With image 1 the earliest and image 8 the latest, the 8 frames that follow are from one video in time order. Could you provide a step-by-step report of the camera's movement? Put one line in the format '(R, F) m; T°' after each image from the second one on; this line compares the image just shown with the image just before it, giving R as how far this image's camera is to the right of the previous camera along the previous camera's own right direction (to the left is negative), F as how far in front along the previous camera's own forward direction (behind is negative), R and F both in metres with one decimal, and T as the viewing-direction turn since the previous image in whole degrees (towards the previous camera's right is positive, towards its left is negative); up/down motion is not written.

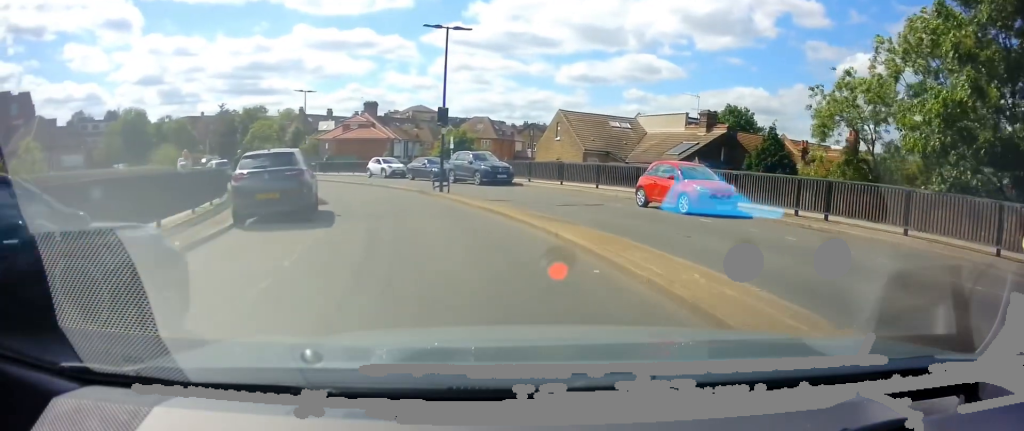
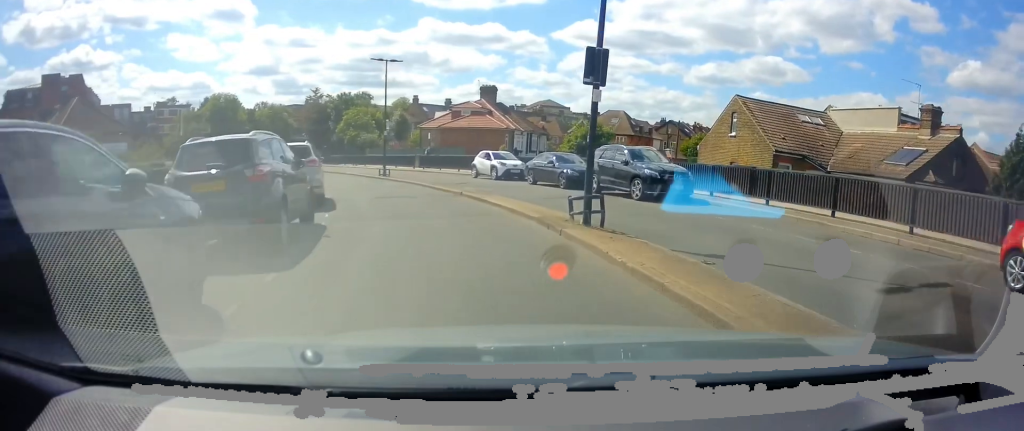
(-1.8, +10.8) m; -14°
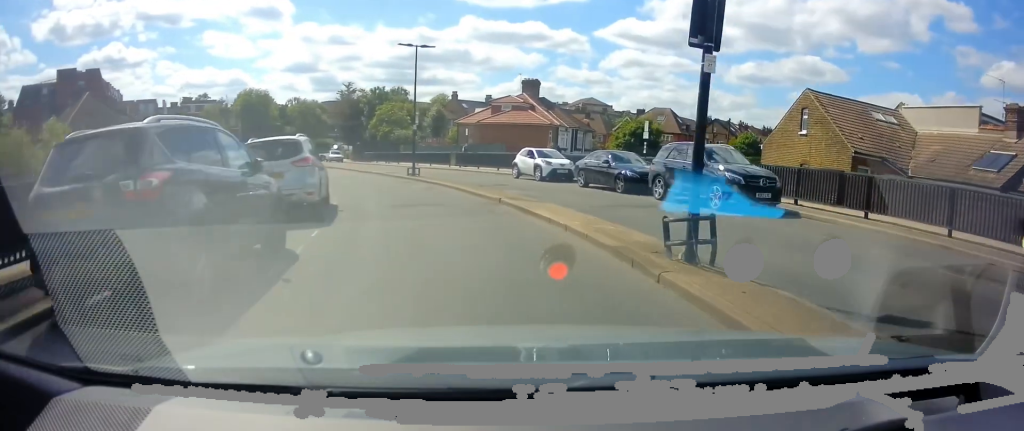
(-0.1, +3.3) m; -2°
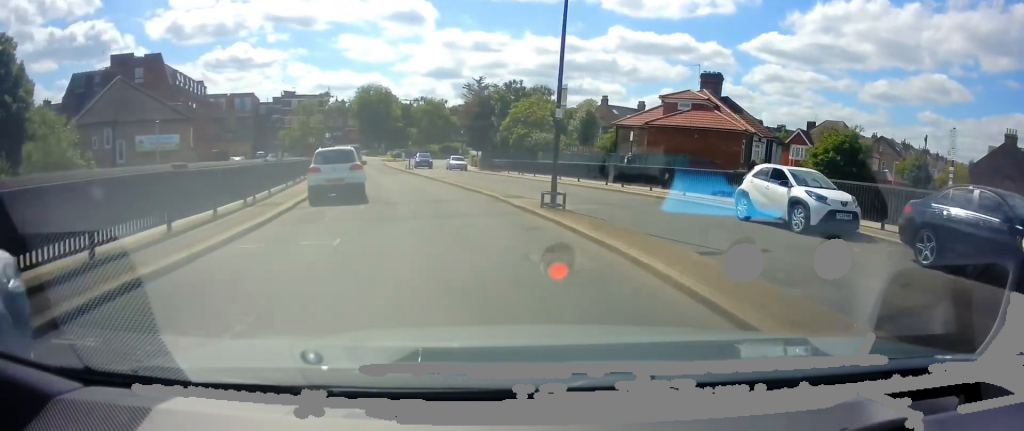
(-0.9, +13.1) m; -11°
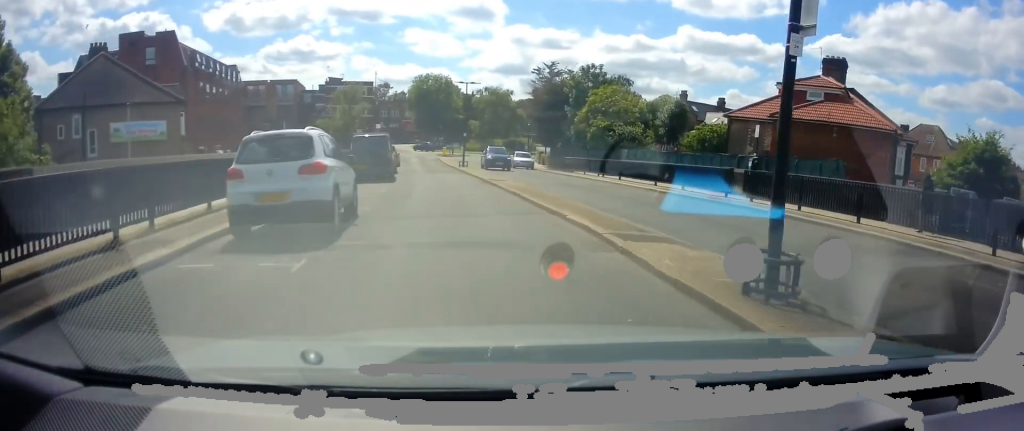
(-0.6, +8.7) m; -12°
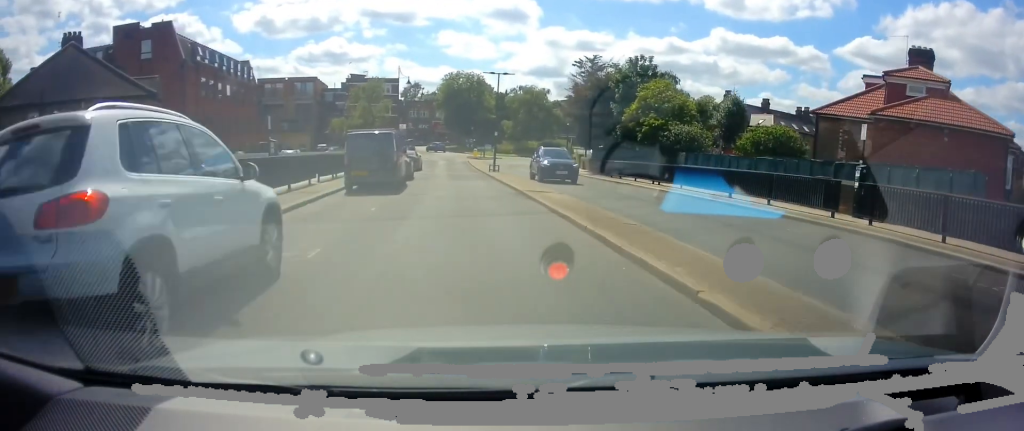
(-0.8, +5.7) m; -3°
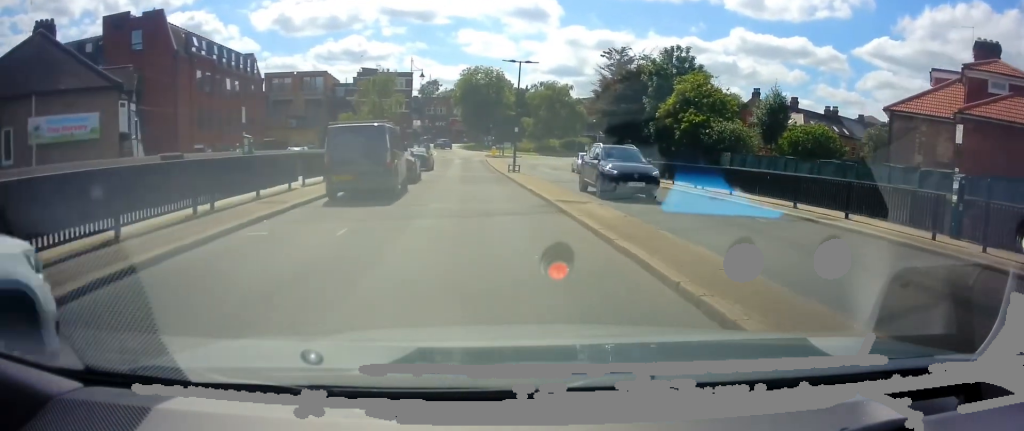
(-0.2, +4.1) m; -1°
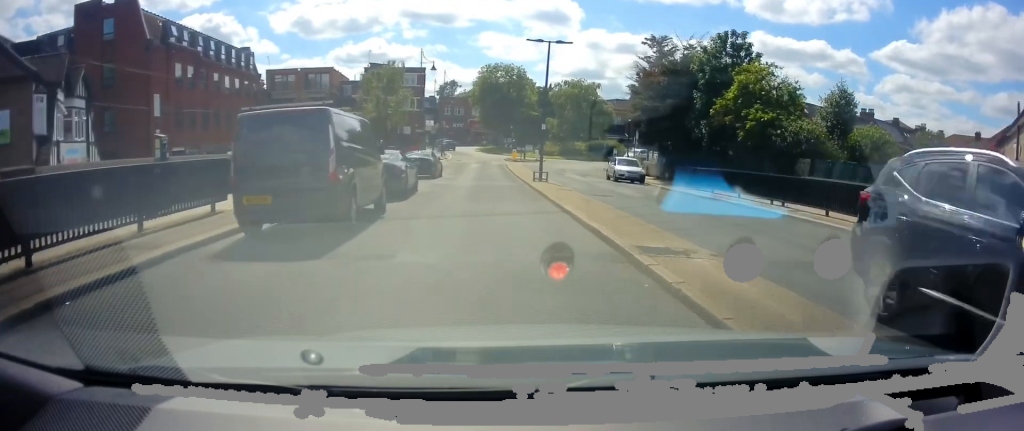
(+0.4, +6.4) m; 0°
